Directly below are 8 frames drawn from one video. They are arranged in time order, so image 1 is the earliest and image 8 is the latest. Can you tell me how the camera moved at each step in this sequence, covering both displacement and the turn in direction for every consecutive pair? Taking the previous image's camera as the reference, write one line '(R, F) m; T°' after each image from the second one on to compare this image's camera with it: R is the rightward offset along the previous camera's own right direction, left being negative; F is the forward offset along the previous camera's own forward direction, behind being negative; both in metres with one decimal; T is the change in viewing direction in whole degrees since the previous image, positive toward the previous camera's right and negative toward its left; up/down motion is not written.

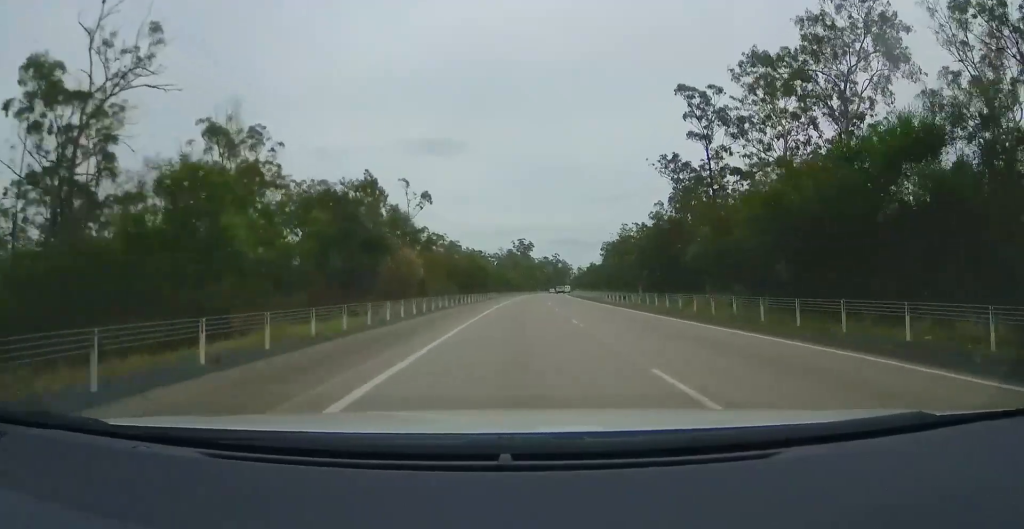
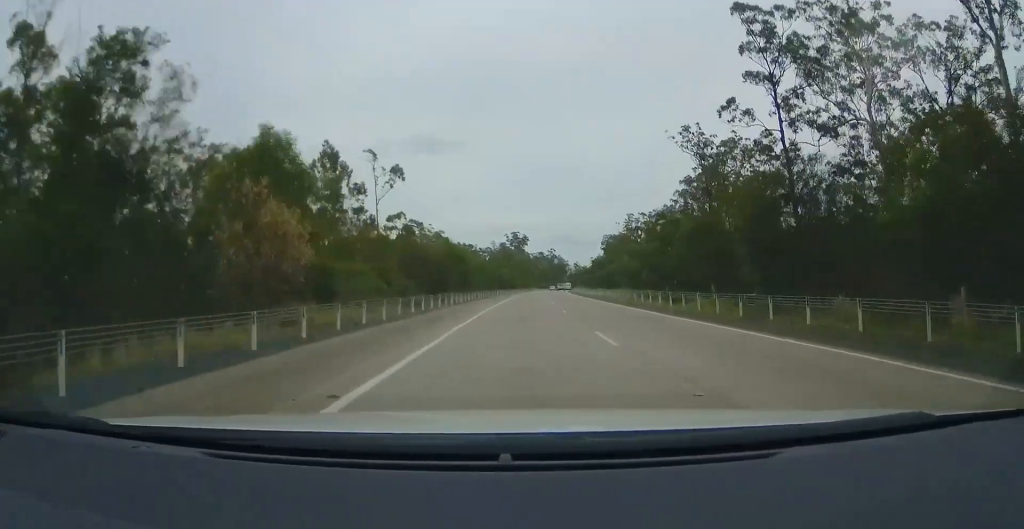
(-0.1, +18.2) m; 0°
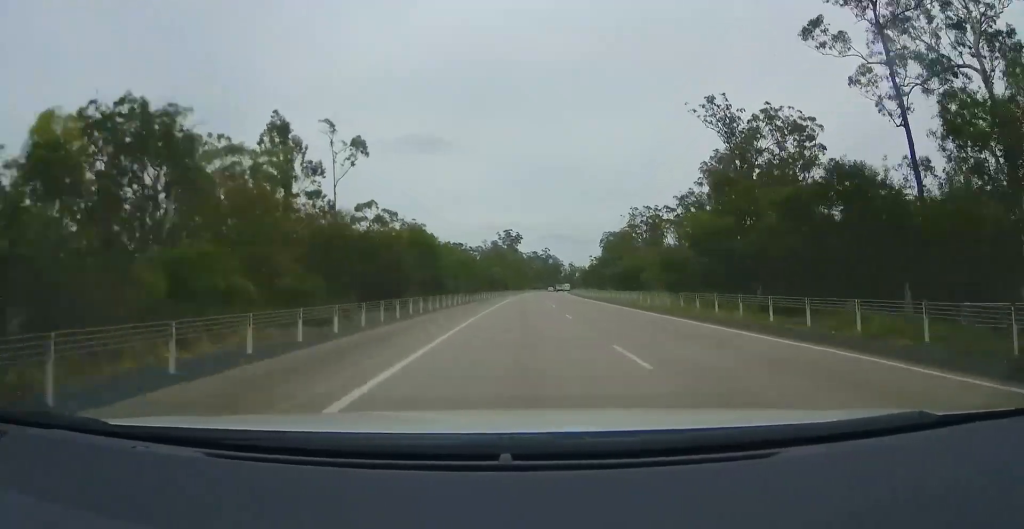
(+0.1, +14.5) m; +1°
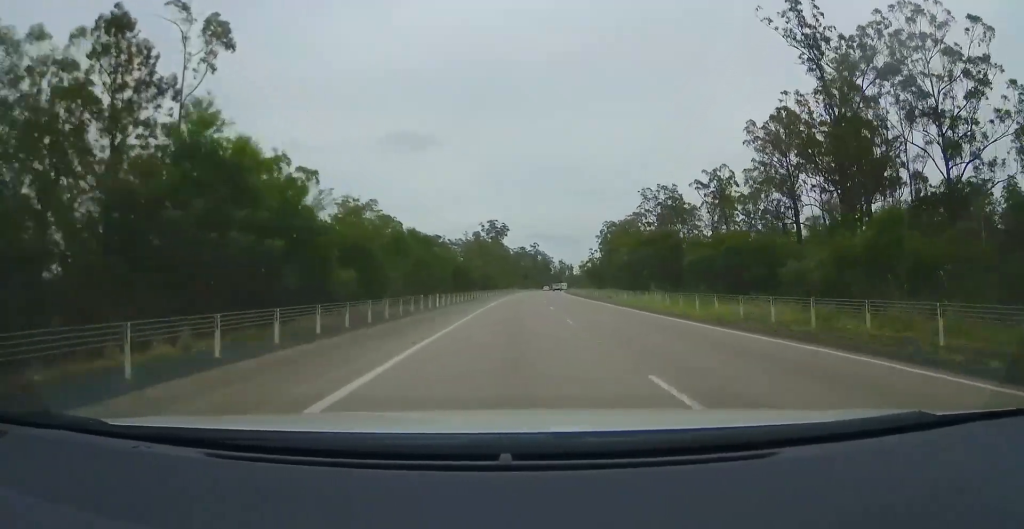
(+0.5, +29.0) m; +2°
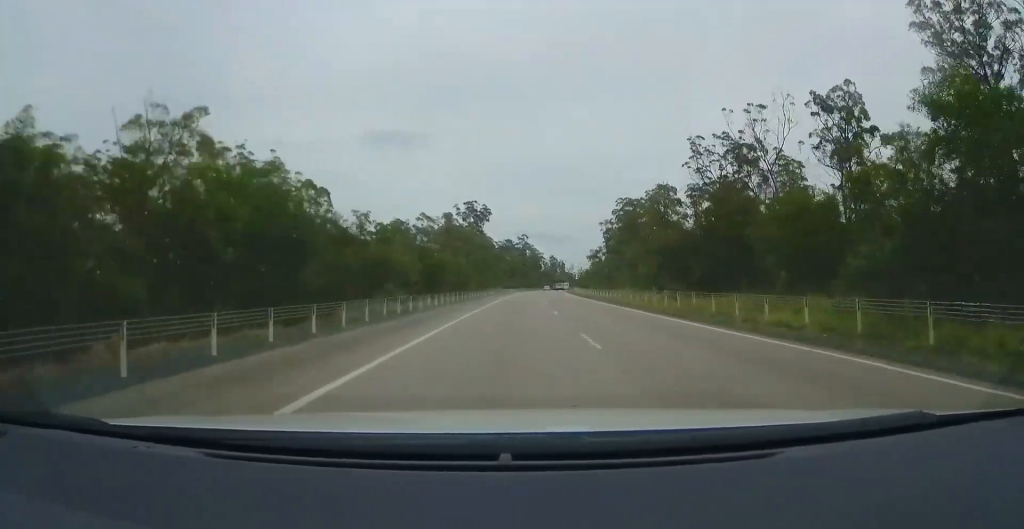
(+0.9, +42.2) m; +2°
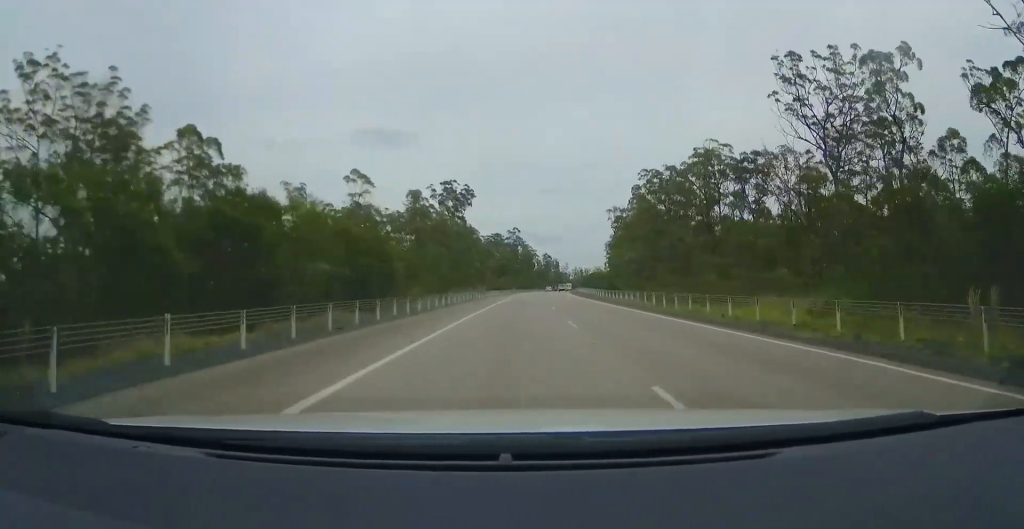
(0.0, +31.3) m; +1°
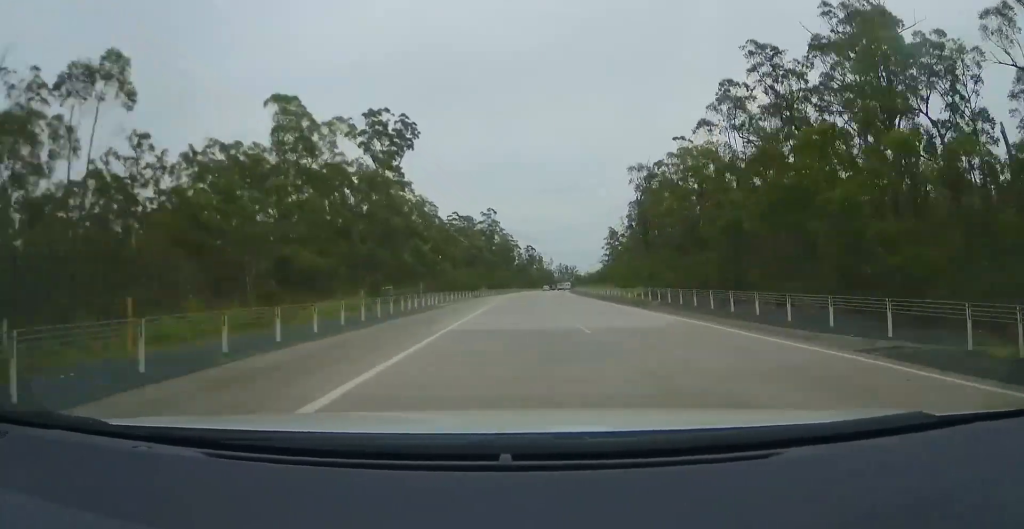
(+1.7, +49.9) m; +3°
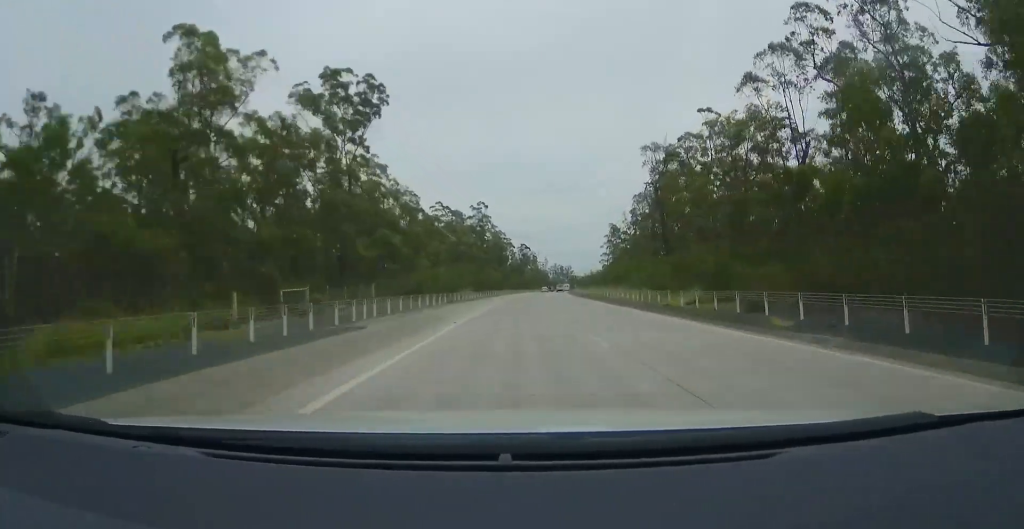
(+0.1, +15.8) m; +1°
